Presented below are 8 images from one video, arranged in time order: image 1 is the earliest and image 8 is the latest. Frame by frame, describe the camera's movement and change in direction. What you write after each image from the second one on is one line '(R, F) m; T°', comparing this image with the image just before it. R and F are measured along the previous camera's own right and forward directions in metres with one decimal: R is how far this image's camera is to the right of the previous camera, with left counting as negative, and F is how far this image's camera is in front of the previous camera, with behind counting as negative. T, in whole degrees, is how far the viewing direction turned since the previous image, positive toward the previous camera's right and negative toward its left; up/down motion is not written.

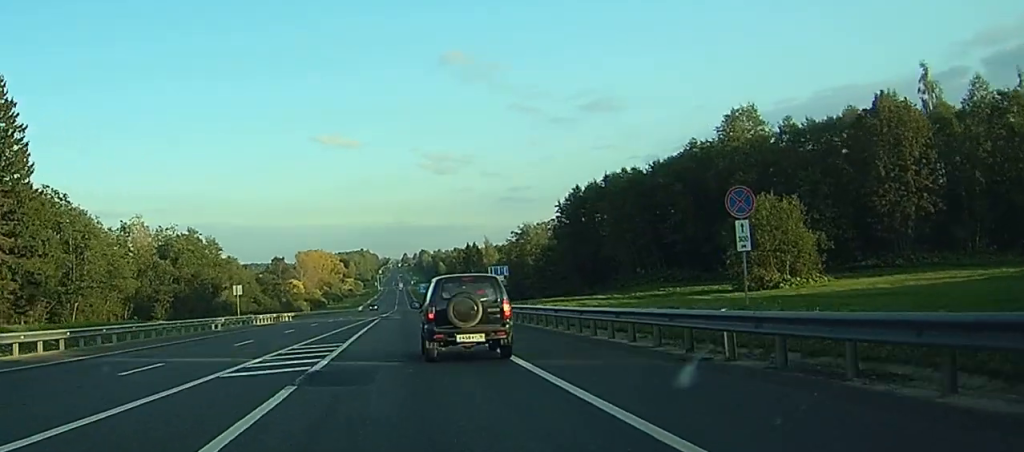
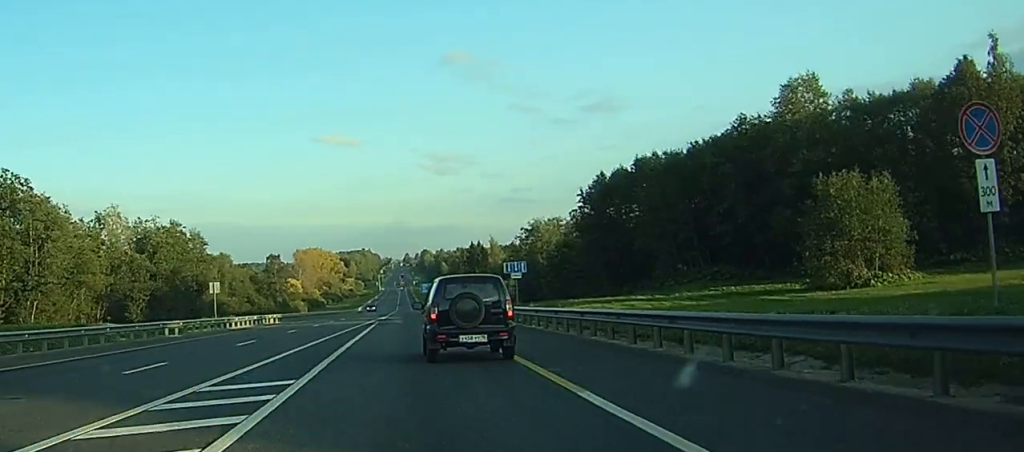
(0.0, +11.6) m; 0°
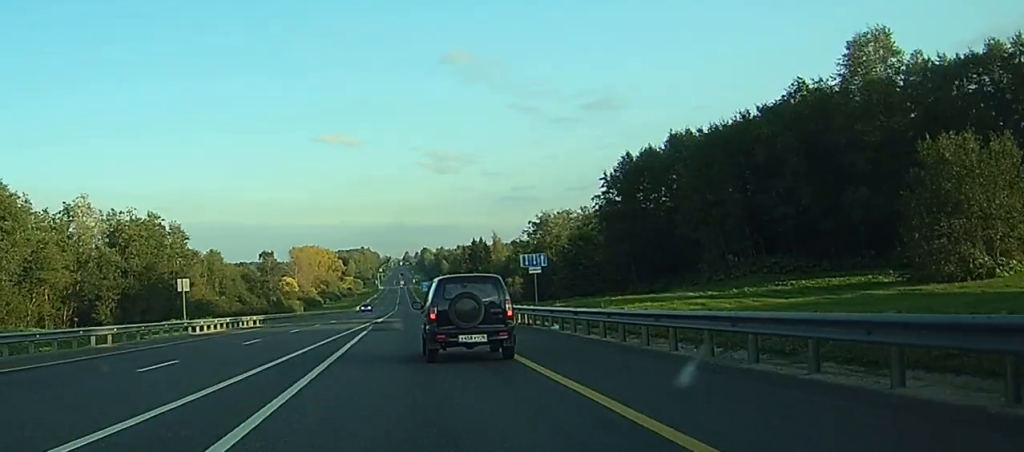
(0.0, +10.9) m; 0°
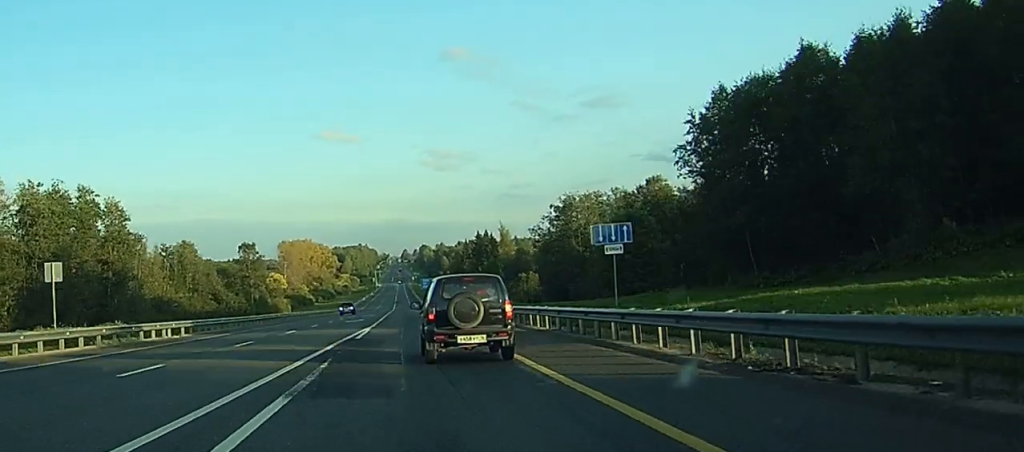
(0.0, +24.8) m; 0°
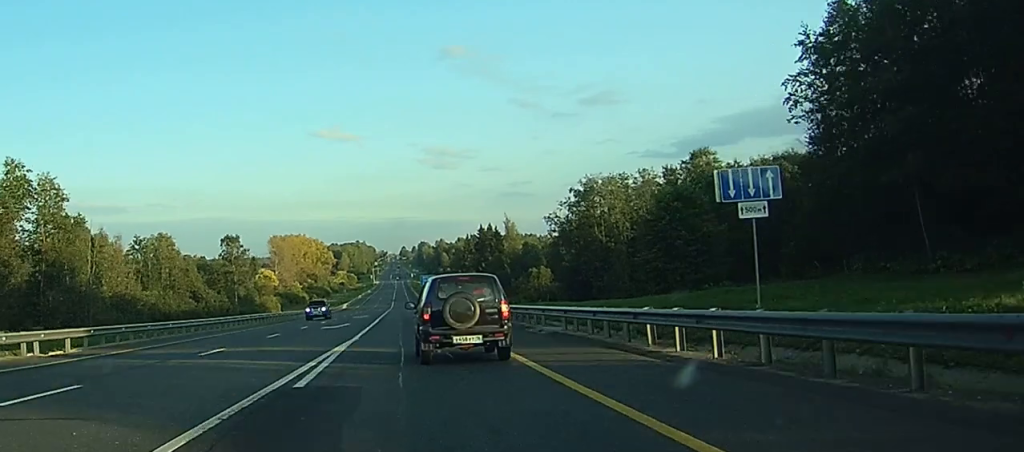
(0.0, +17.0) m; 0°
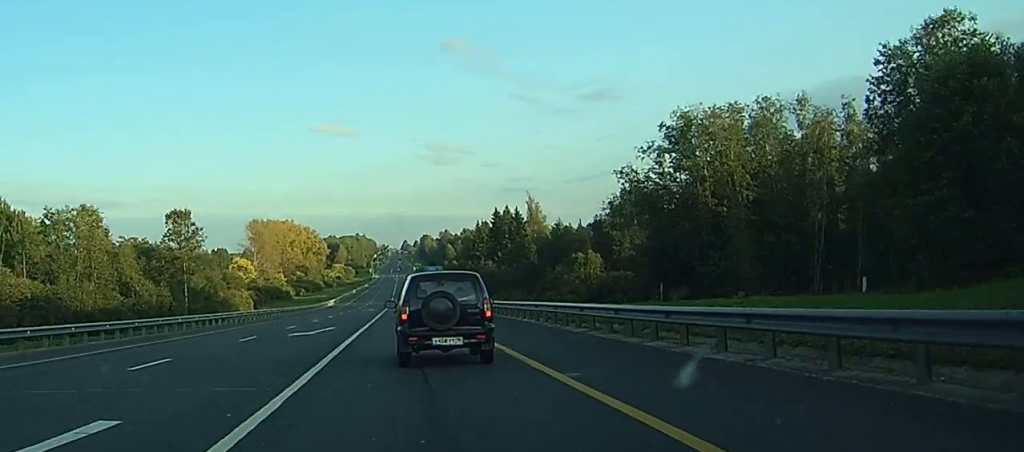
(-0.1, +41.1) m; -1°
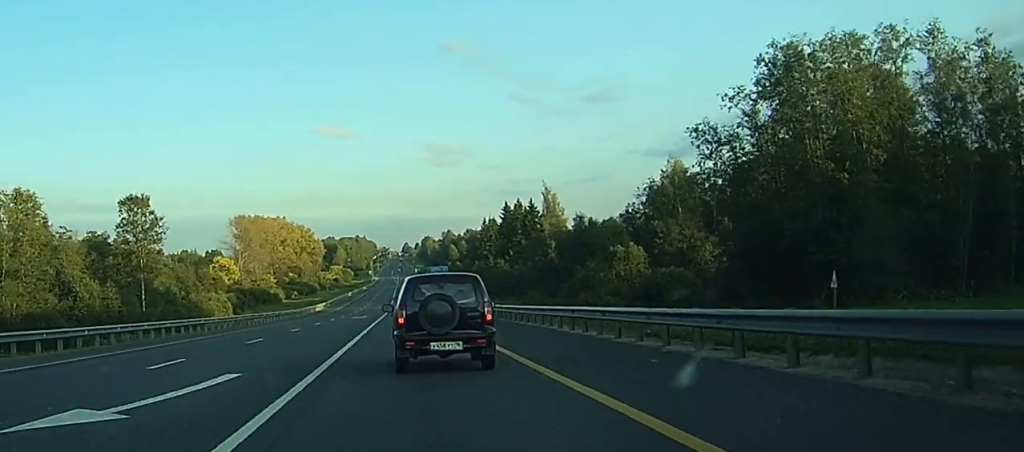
(-0.1, +21.3) m; 0°
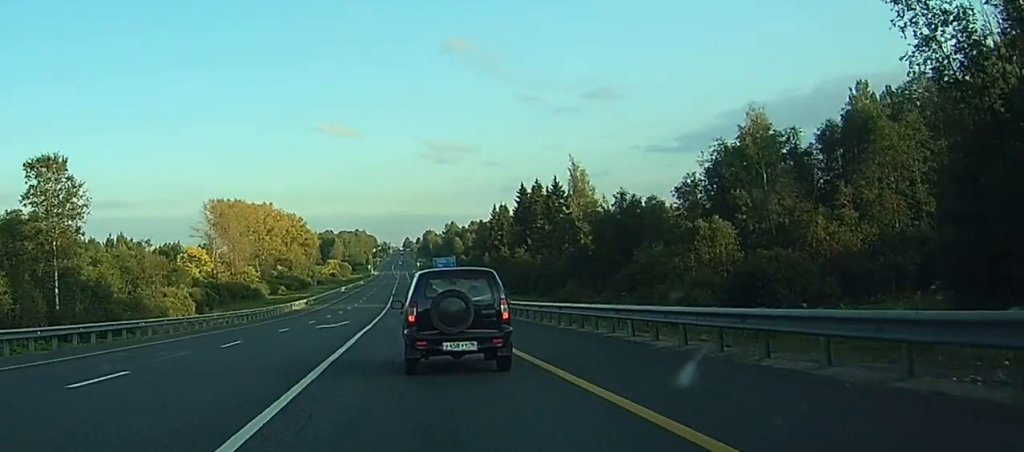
(0.0, +25.6) m; 0°
